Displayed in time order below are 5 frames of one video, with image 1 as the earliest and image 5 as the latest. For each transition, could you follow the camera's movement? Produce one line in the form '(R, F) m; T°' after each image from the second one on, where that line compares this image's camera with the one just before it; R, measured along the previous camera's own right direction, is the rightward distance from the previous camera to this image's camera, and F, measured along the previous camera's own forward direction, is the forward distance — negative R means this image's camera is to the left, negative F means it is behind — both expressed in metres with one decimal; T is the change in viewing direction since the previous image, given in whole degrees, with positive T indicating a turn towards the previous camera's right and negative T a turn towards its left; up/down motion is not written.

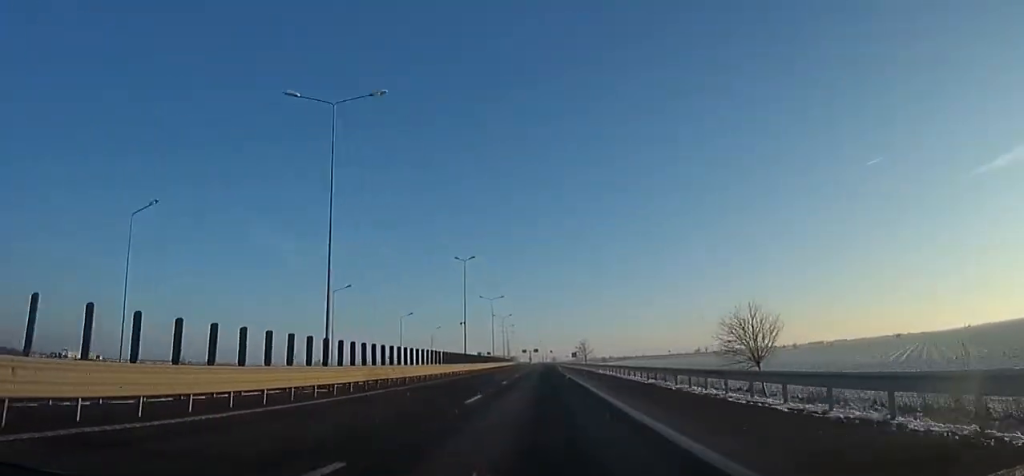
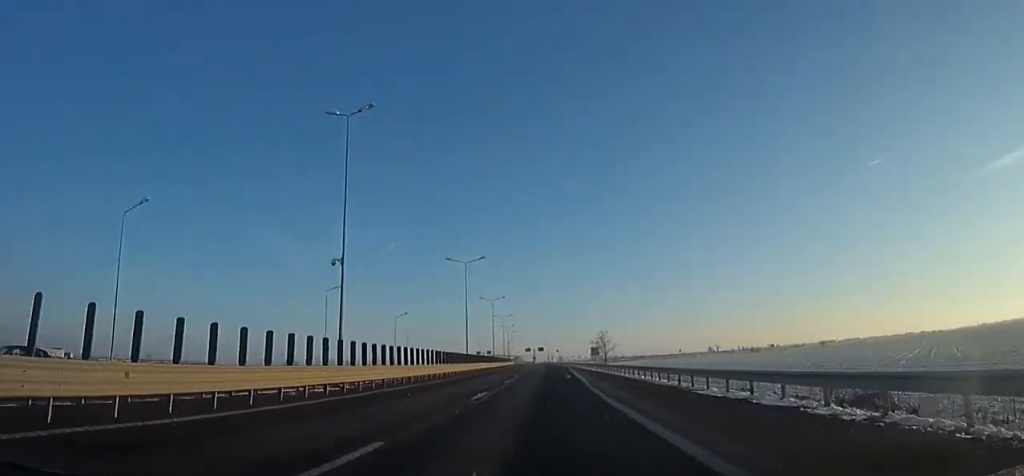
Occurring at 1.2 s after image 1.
(+0.6, +33.4) m; 0°
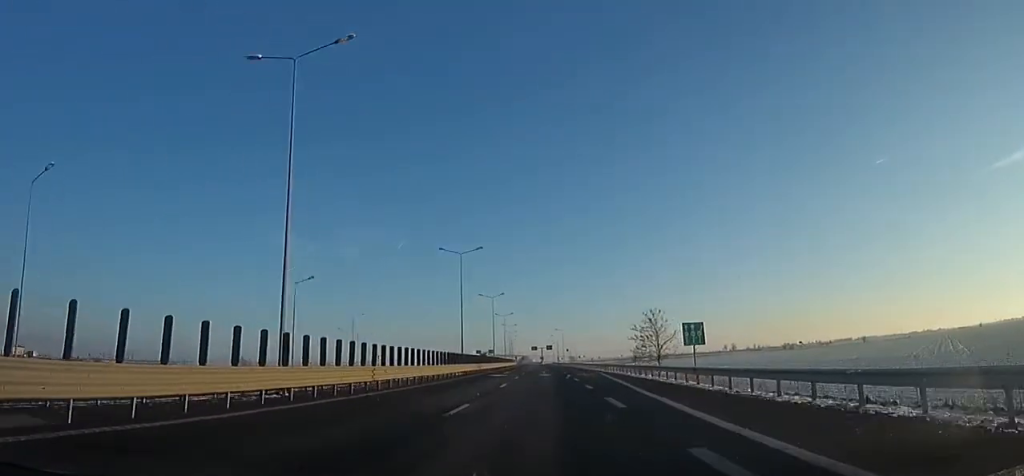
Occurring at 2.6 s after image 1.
(-0.5, +40.1) m; -1°
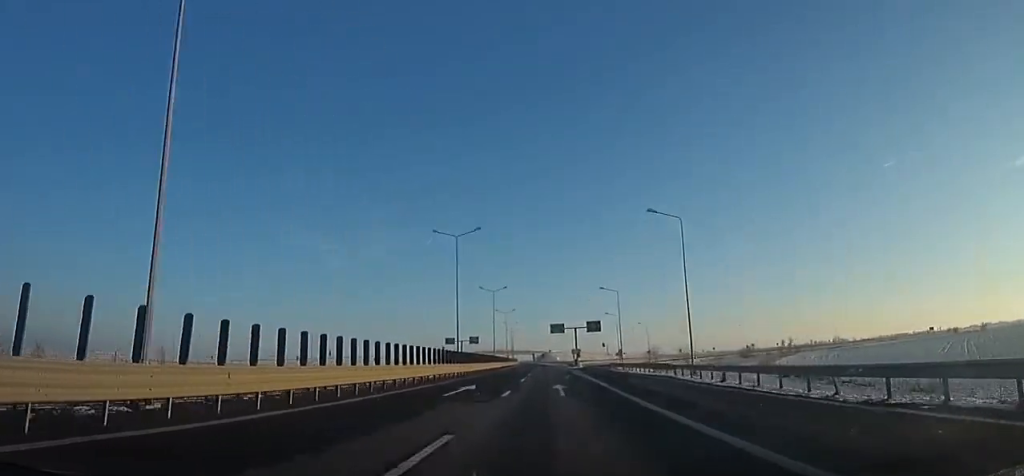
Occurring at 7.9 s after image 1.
(-4.4, +146.6) m; -3°
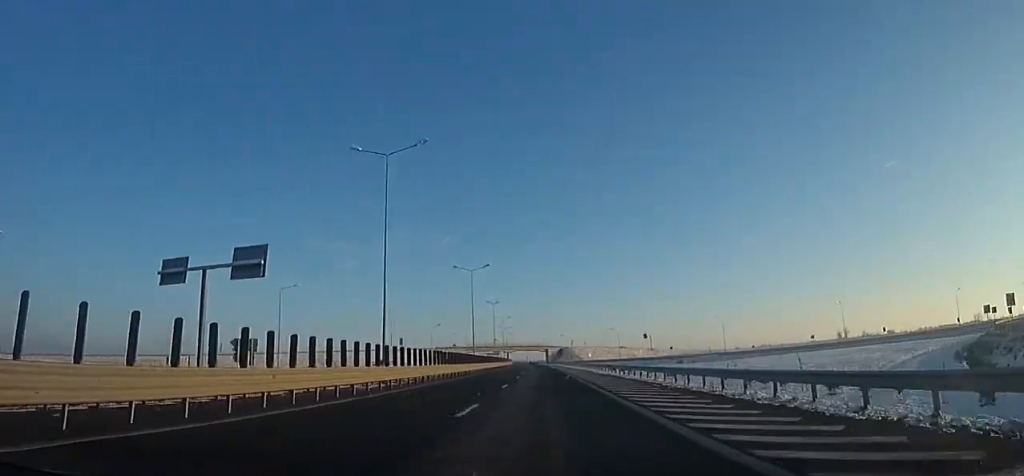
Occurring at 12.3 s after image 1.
(-0.3, +123.2) m; -1°
